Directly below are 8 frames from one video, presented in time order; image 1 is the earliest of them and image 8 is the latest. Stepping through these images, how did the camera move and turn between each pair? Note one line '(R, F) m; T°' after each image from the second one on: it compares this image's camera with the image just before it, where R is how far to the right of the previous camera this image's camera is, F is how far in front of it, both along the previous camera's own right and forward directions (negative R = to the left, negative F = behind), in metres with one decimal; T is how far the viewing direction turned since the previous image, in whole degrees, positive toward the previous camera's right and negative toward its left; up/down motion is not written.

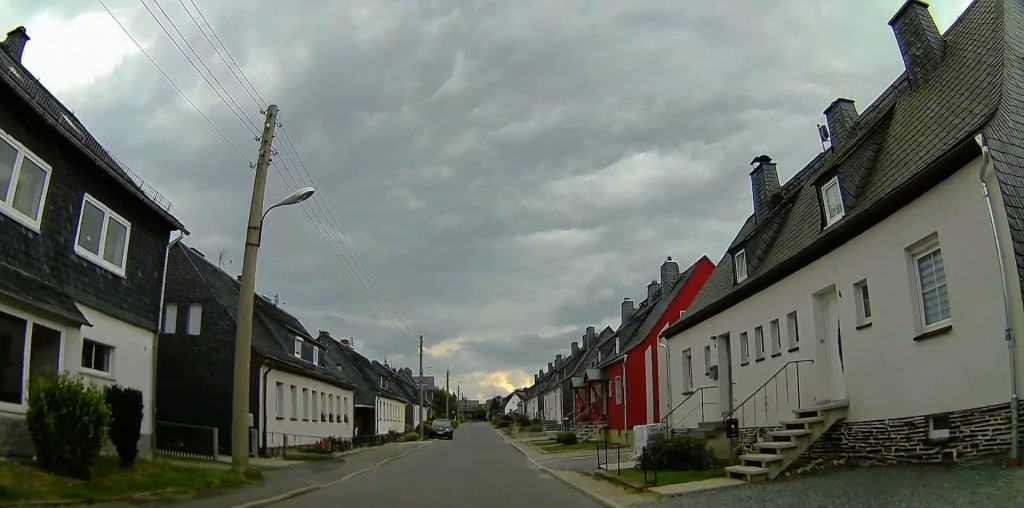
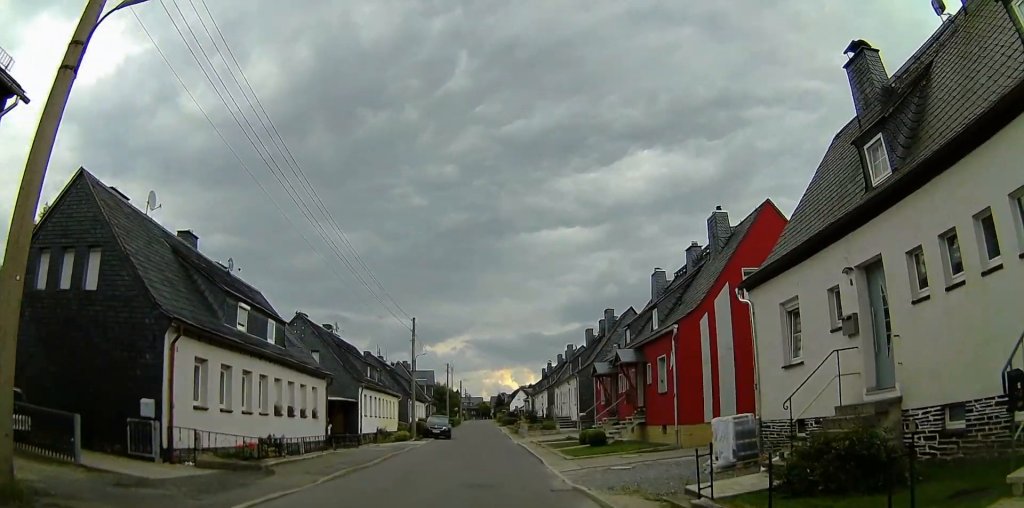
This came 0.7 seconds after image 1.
(+0.3, +7.5) m; -5°
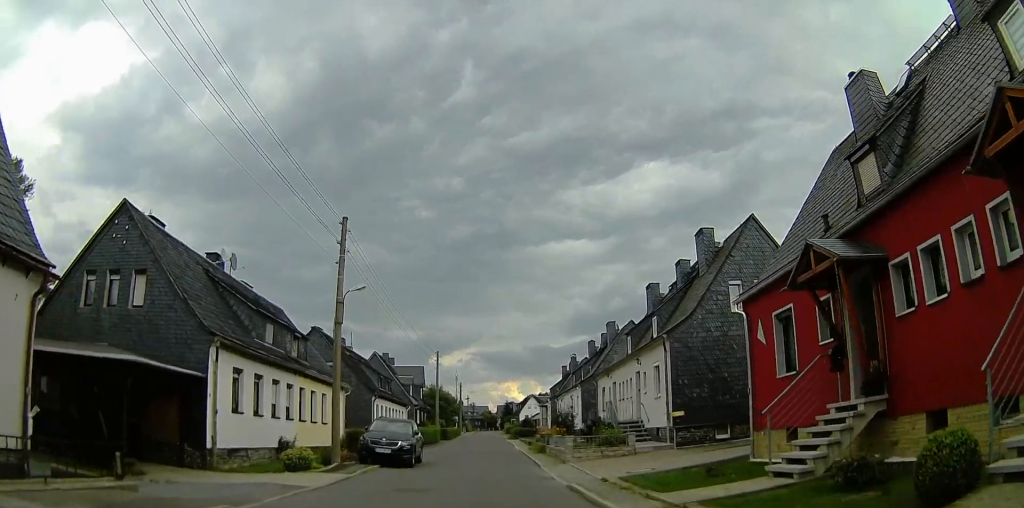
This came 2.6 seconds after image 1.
(-3.2, +22.5) m; -1°
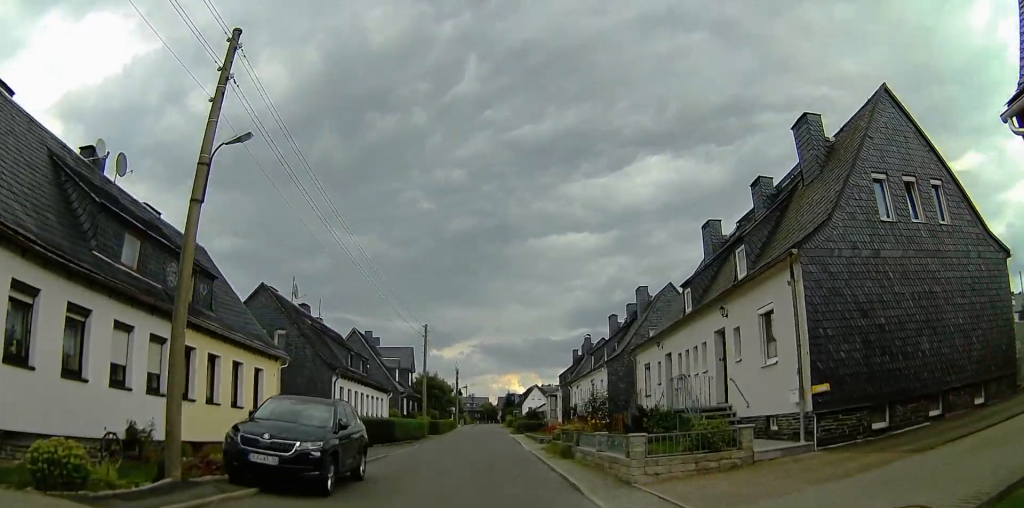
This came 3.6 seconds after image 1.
(+1.4, +10.8) m; +1°
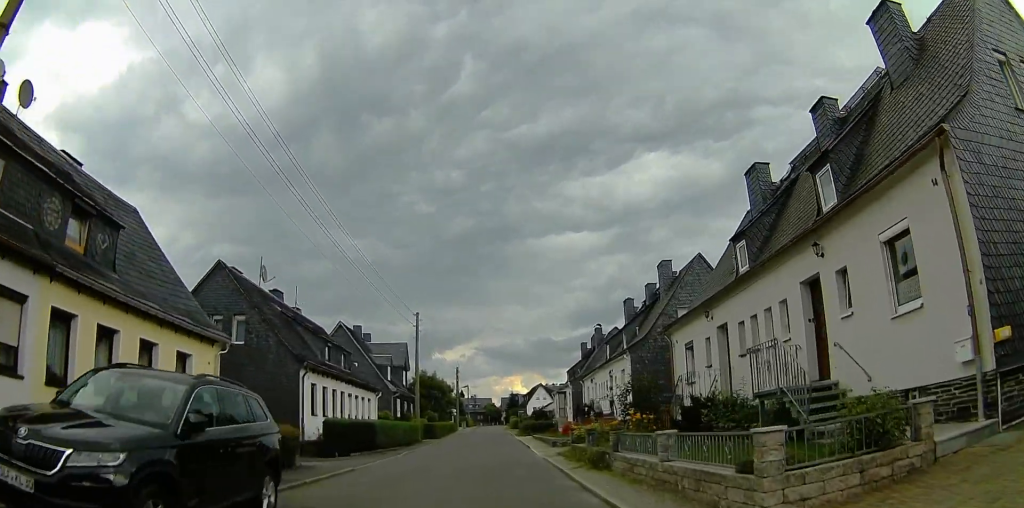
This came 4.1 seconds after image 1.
(-0.4, +5.8) m; -2°
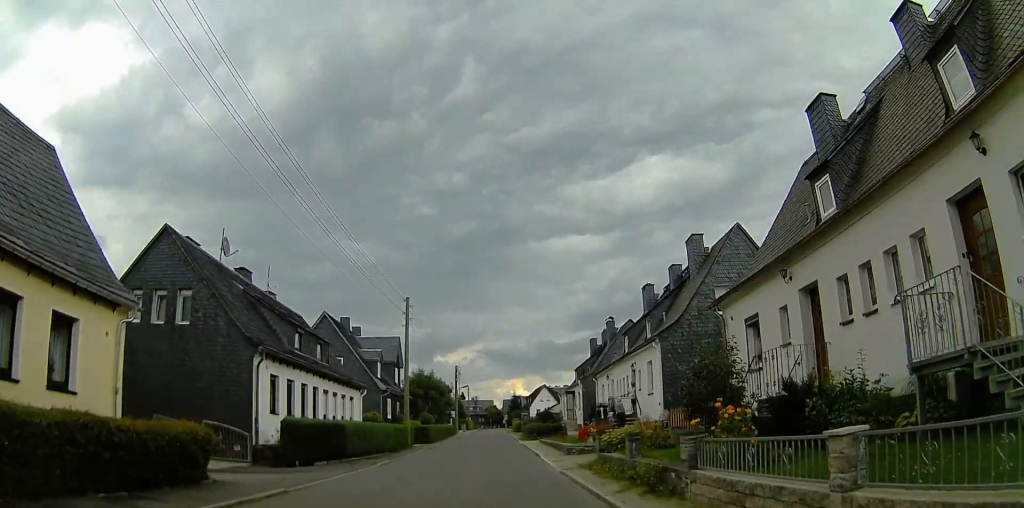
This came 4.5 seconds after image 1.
(-0.5, +5.4) m; -2°
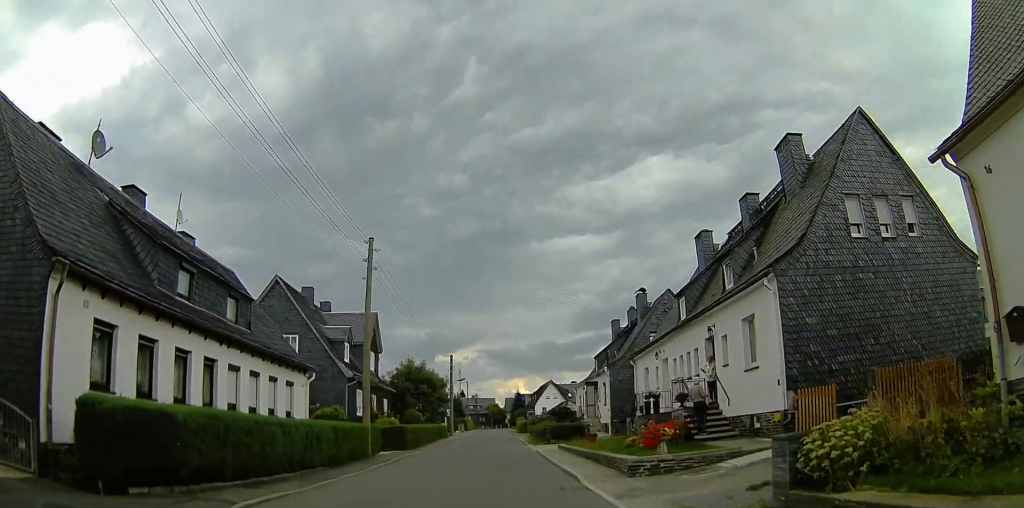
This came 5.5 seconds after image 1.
(+0.1, +10.9) m; +1°
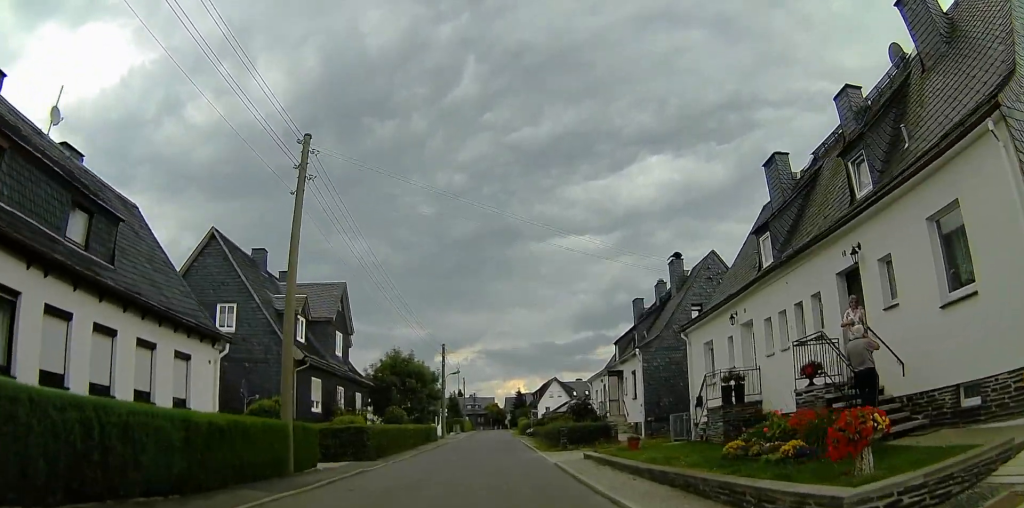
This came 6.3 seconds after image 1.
(0.0, +8.5) m; 0°
